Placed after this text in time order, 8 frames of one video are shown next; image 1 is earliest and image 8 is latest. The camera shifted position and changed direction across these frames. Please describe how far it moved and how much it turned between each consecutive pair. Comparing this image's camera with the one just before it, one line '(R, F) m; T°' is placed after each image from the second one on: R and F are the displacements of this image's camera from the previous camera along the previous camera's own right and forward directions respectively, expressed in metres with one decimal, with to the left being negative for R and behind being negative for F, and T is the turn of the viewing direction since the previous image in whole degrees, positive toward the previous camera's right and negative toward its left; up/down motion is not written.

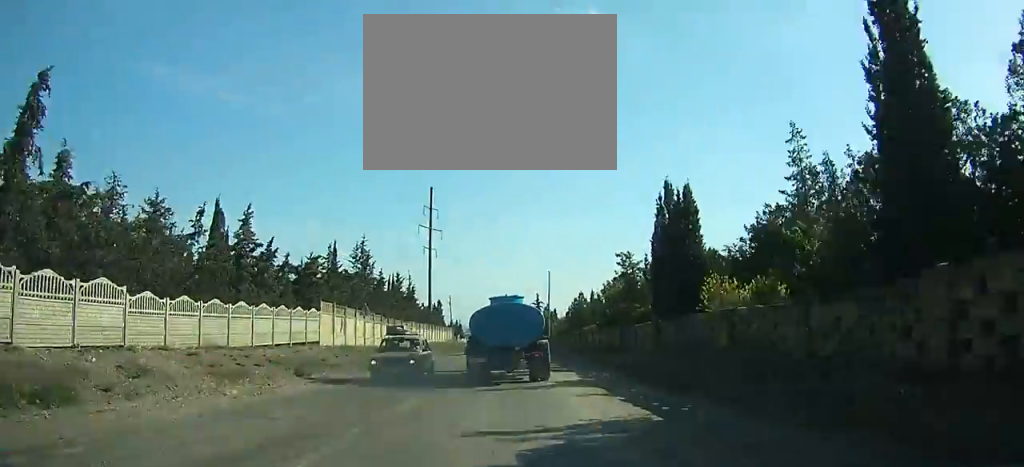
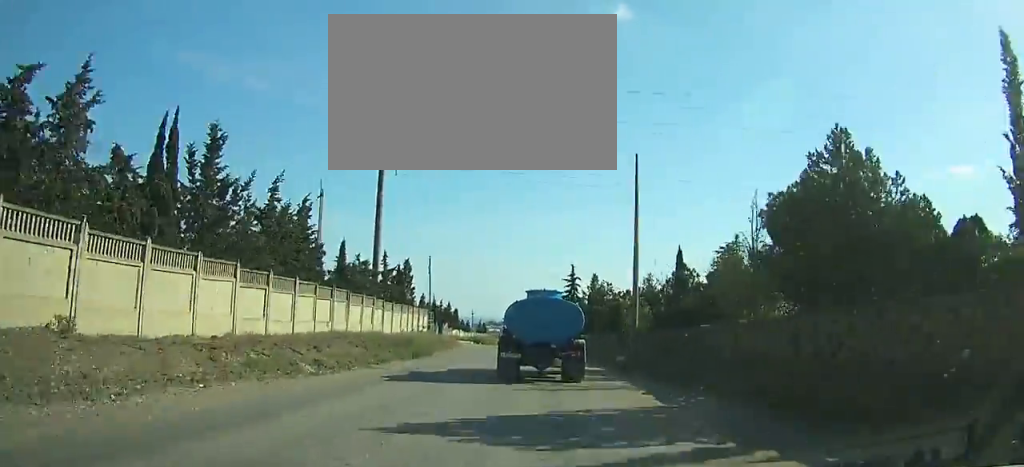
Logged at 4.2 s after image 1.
(+0.3, +40.0) m; +1°
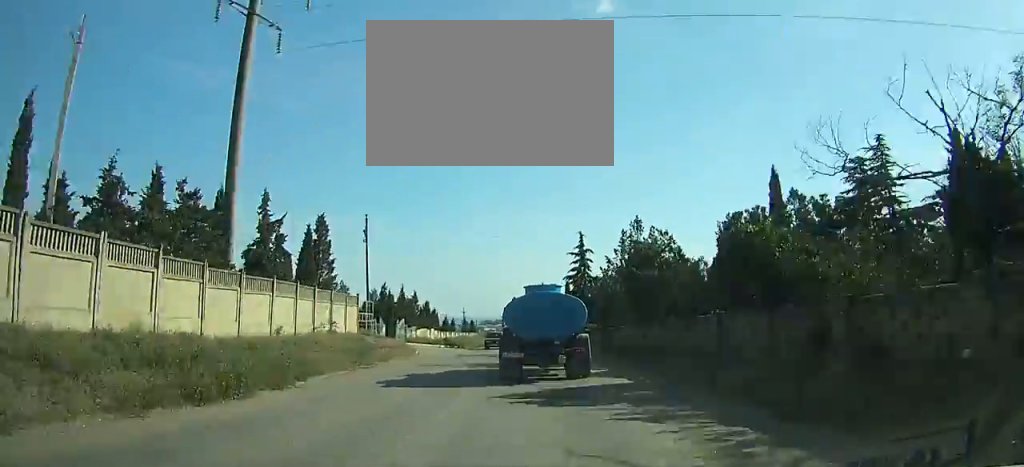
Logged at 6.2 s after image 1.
(+0.1, +20.6) m; 0°
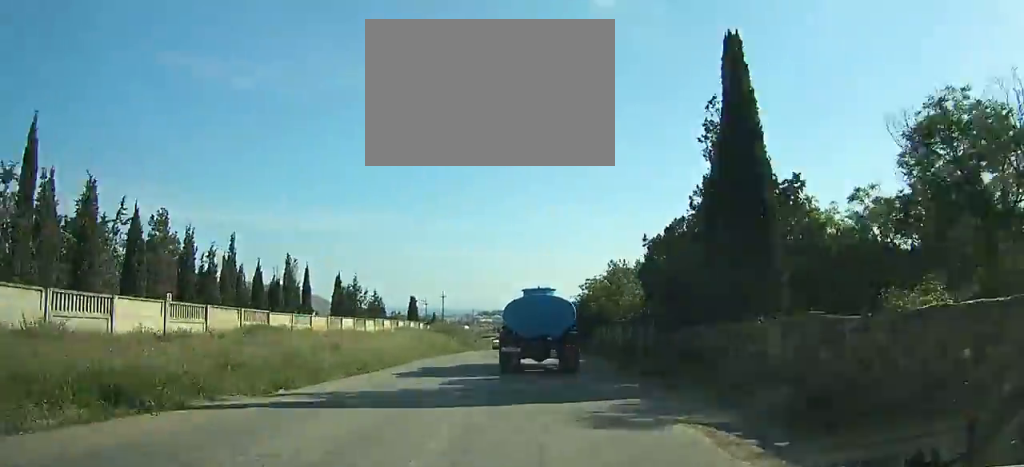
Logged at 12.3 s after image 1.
(+0.3, +66.9) m; +1°
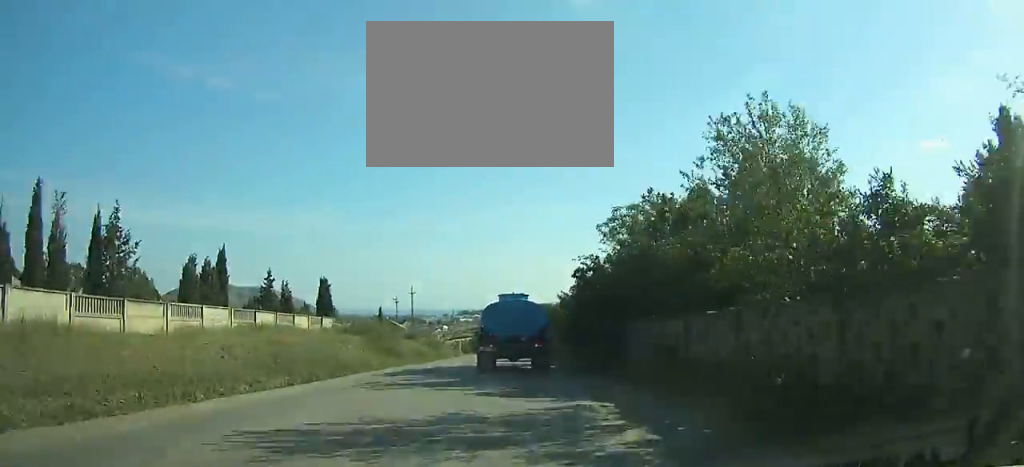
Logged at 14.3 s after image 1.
(+0.4, +22.3) m; 0°
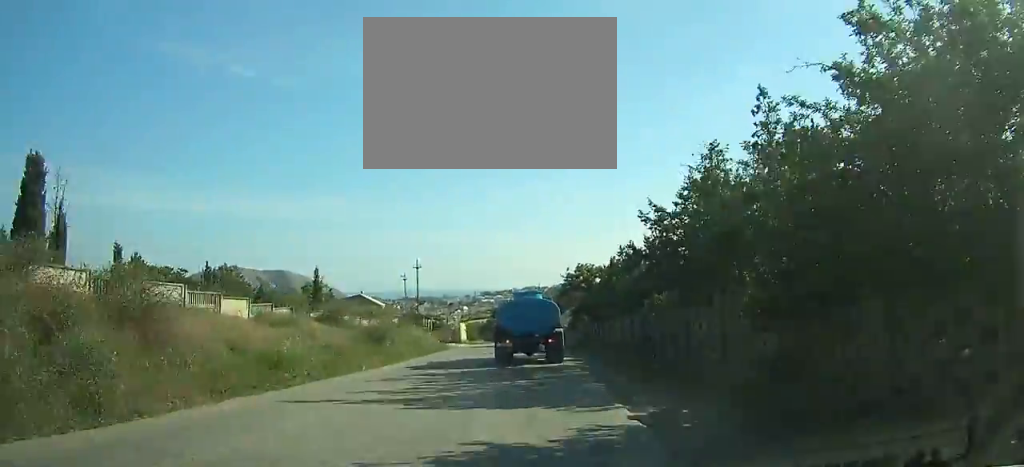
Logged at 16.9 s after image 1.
(-0.2, +28.9) m; -1°
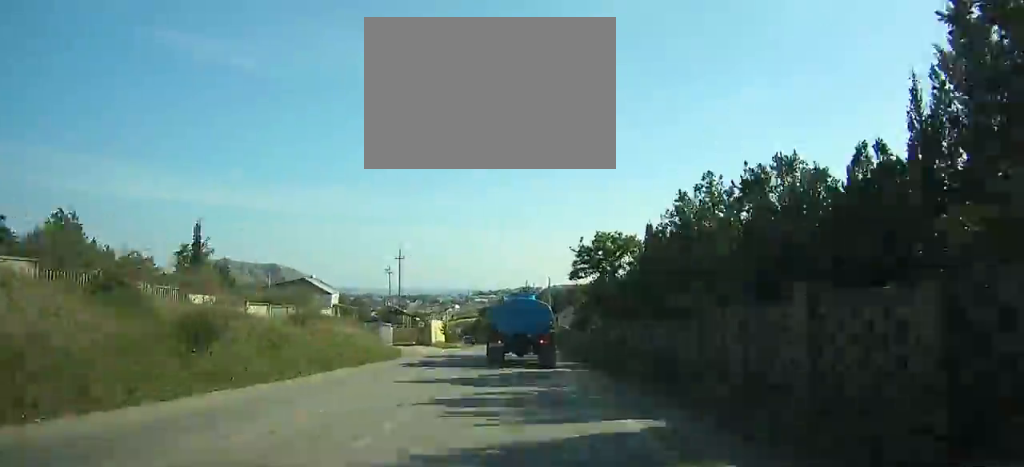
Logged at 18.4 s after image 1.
(-0.1, +16.9) m; -1°
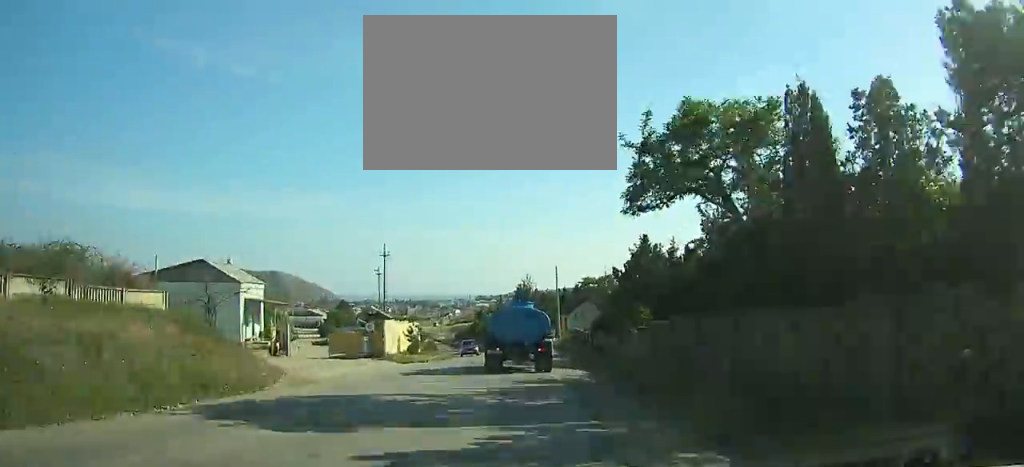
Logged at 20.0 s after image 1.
(0.0, +18.3) m; -1°
